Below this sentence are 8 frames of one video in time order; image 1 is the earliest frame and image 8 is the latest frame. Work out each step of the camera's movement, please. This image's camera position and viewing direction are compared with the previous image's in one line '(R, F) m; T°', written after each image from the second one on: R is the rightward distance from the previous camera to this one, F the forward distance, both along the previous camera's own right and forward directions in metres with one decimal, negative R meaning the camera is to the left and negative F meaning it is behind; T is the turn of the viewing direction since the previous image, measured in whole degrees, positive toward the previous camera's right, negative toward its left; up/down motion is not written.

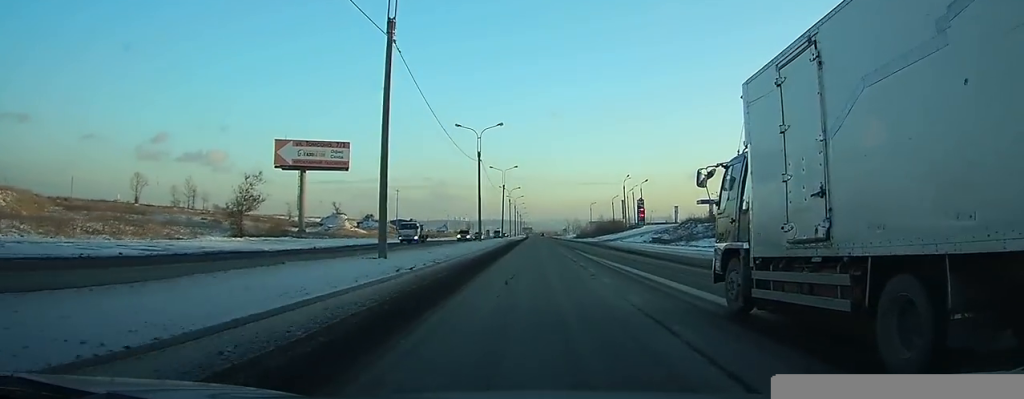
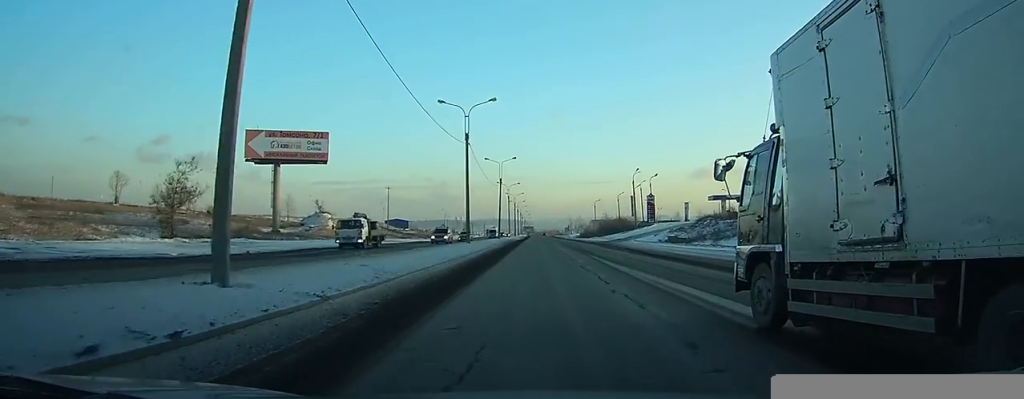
(+0.1, +10.3) m; 0°
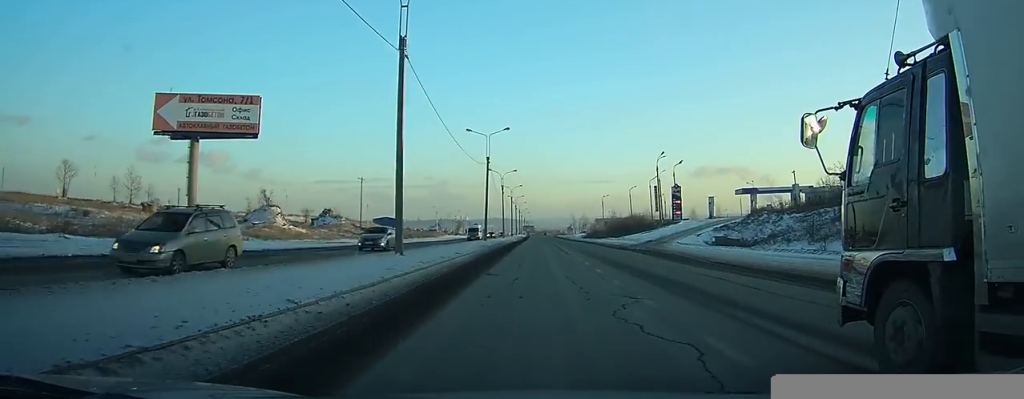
(0.0, +21.8) m; 0°
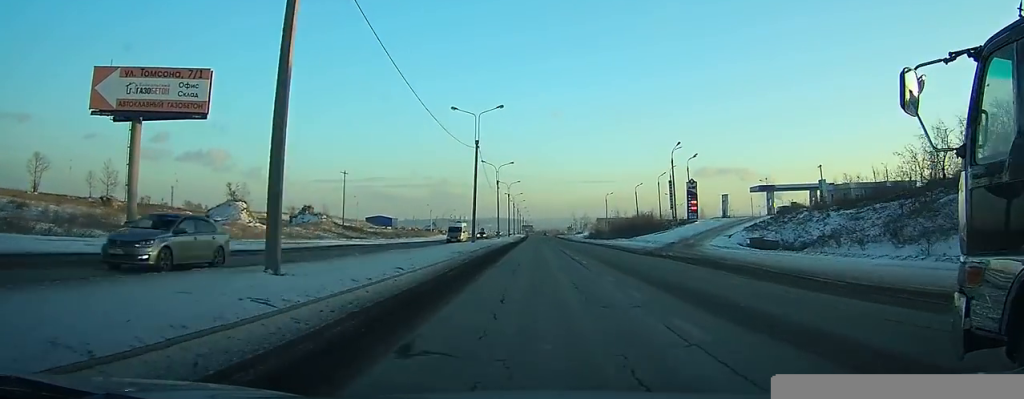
(0.0, +10.3) m; 0°
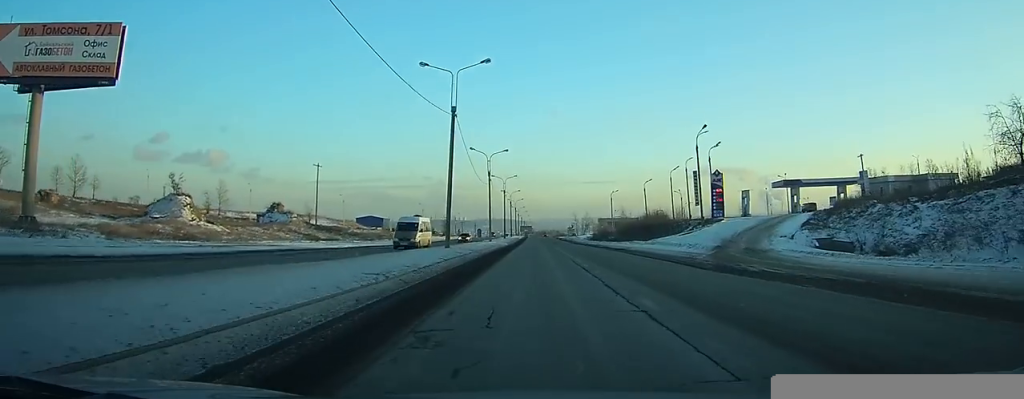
(0.0, +12.9) m; 0°
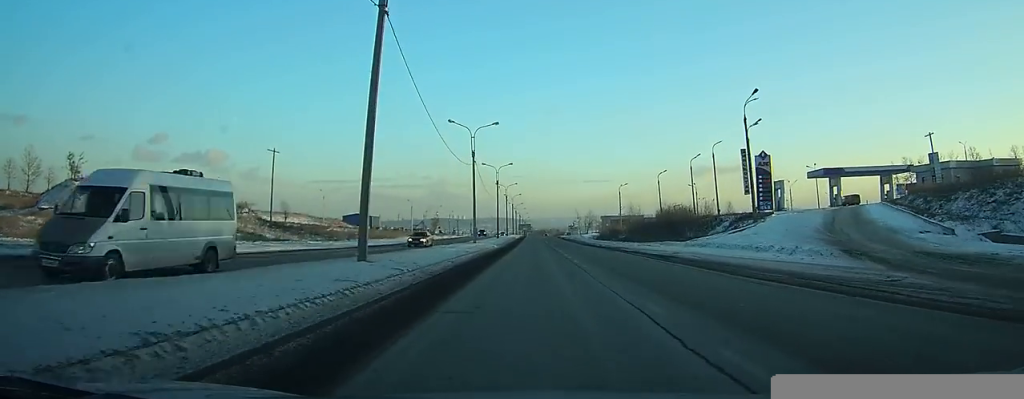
(+0.1, +16.2) m; 0°
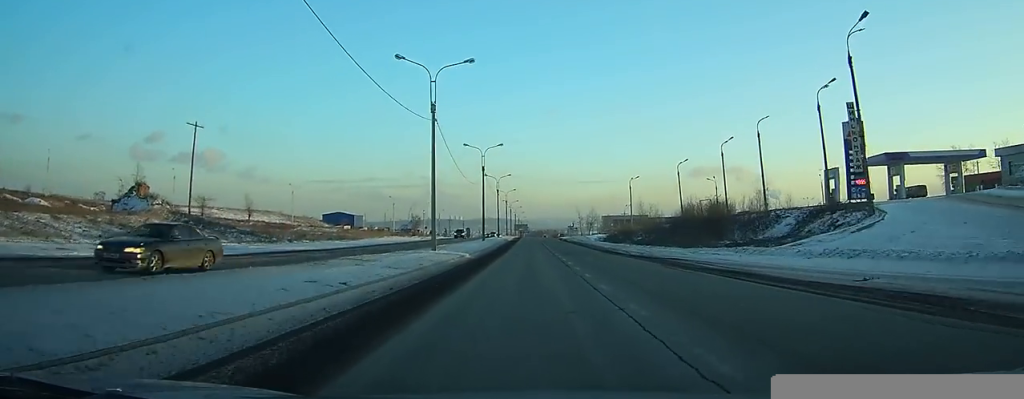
(0.0, +18.9) m; +1°
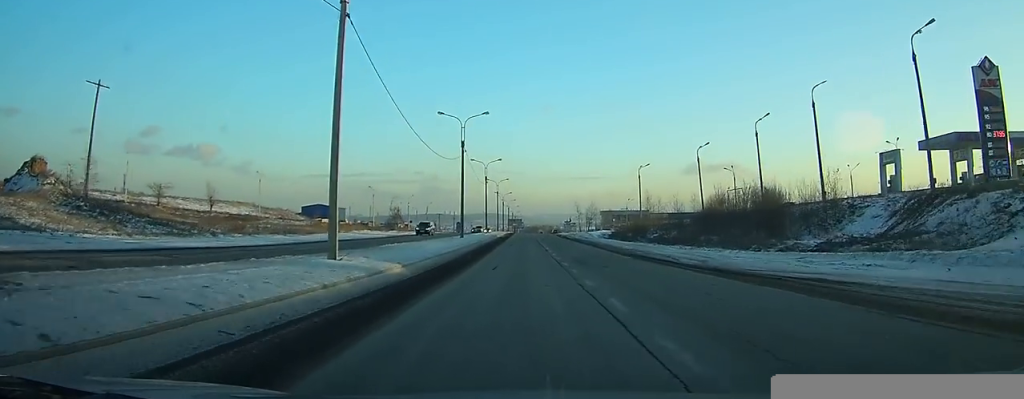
(+0.2, +15.1) m; 0°
